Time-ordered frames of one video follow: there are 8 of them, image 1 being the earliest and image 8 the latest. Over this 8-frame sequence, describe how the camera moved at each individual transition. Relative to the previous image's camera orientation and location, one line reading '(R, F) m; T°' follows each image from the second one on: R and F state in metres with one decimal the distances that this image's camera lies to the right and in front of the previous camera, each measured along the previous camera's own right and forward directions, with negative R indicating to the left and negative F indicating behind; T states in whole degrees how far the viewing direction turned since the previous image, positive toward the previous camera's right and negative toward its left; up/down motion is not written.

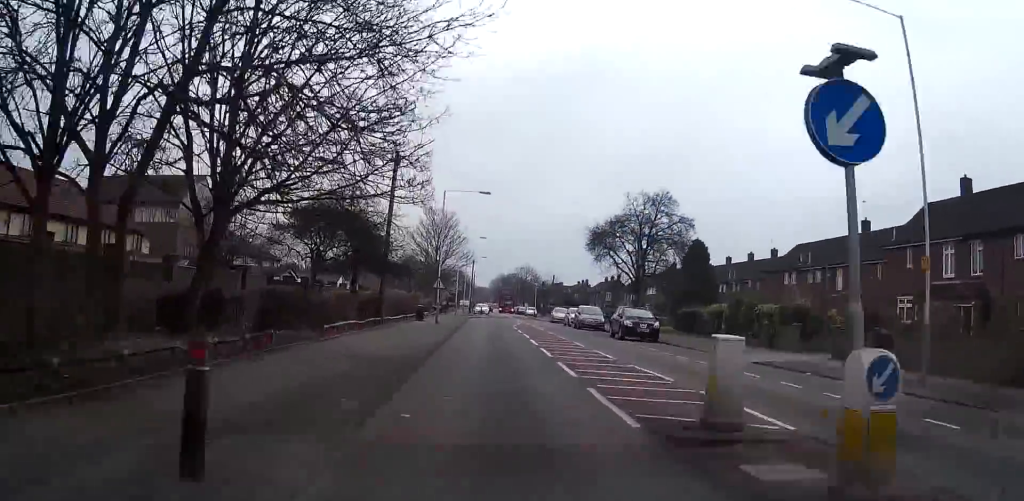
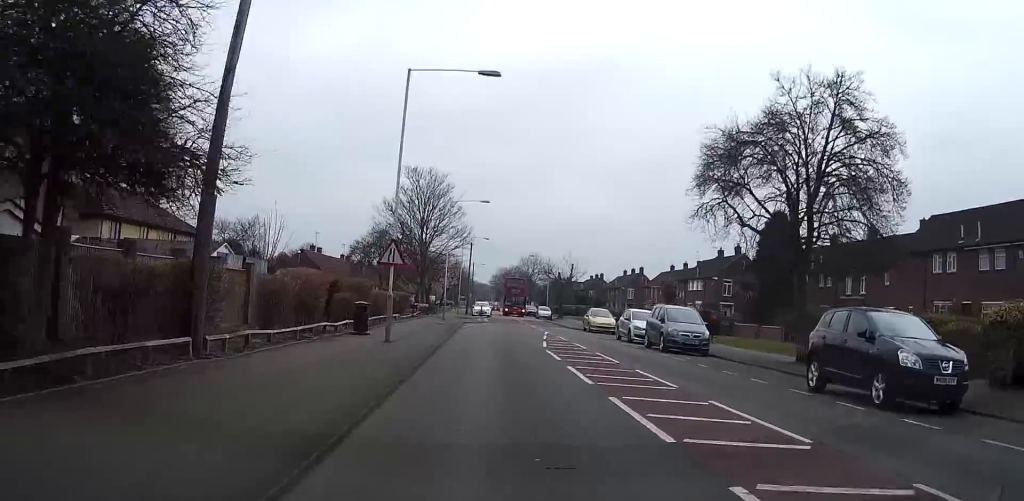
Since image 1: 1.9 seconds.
(+0.1, +22.9) m; 0°
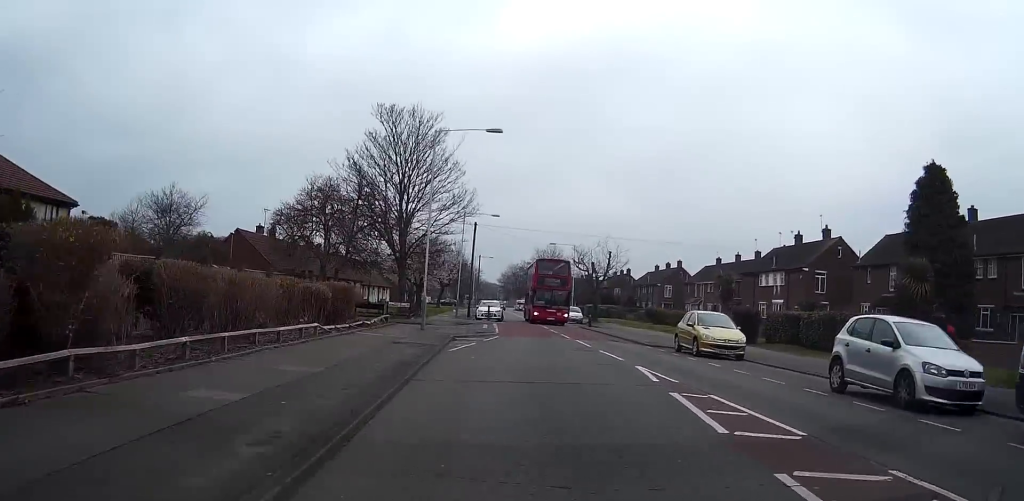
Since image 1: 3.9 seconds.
(-0.4, +21.7) m; -2°
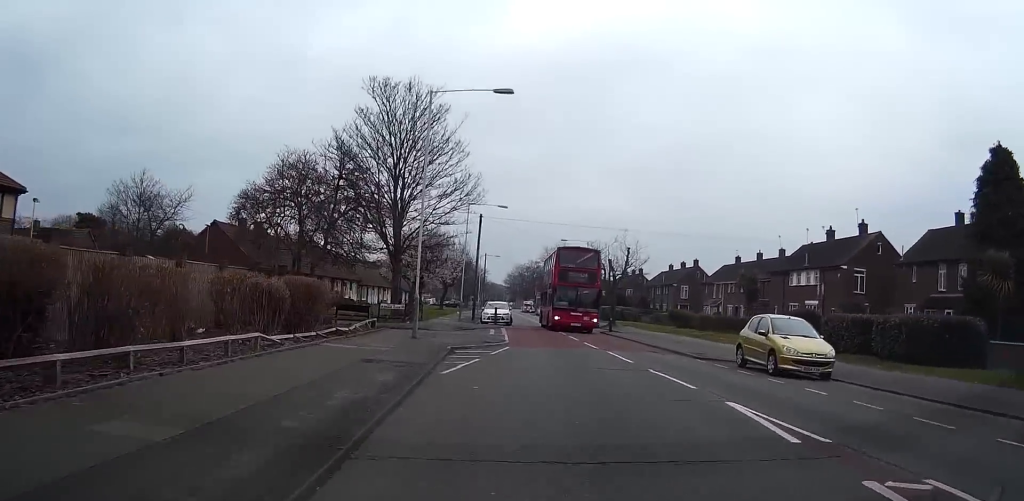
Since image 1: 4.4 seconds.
(0.0, +5.7) m; +1°
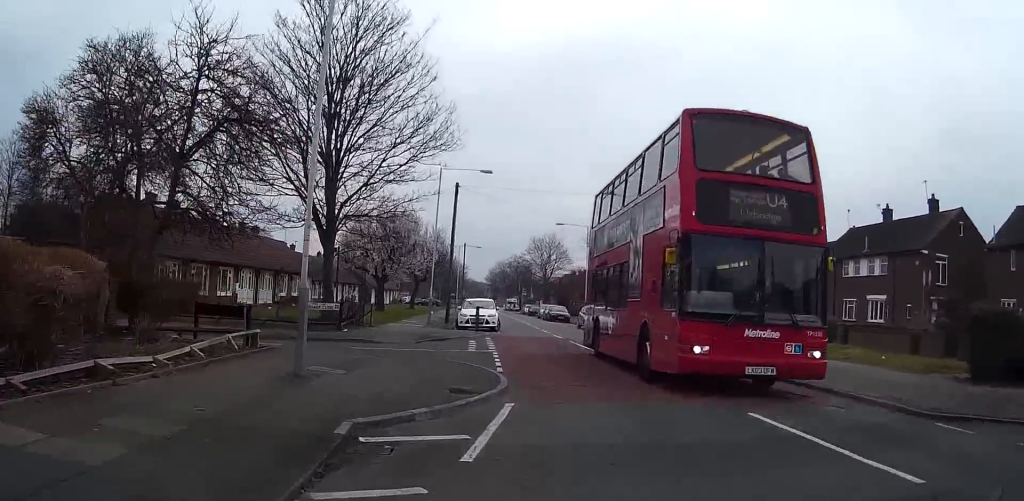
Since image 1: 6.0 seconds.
(+0.3, +14.0) m; +3°
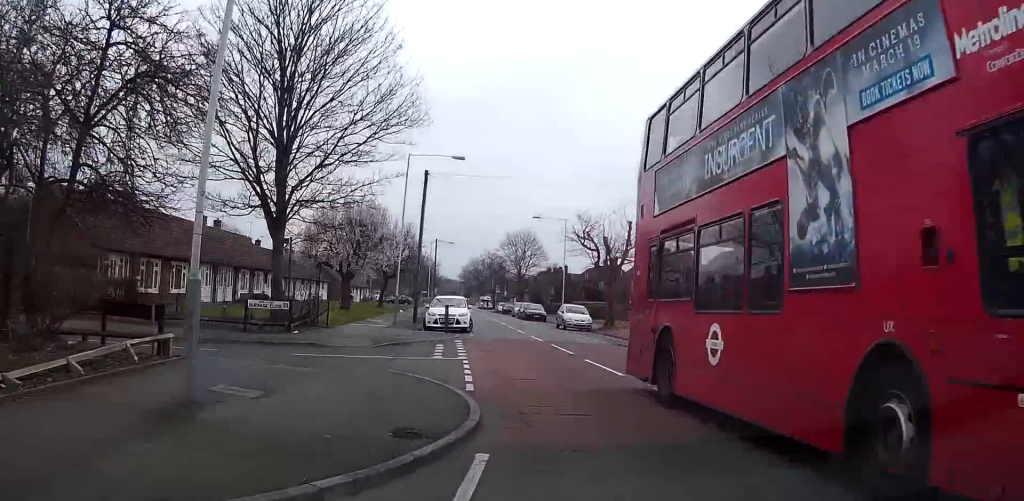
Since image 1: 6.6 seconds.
(+0.1, +3.5) m; +3°
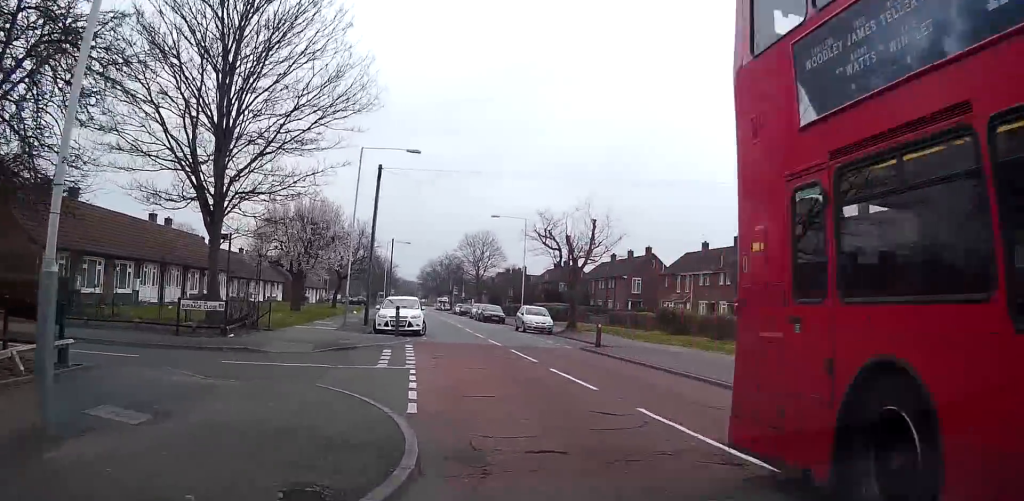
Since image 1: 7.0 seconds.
(-0.1, +2.5) m; +2°
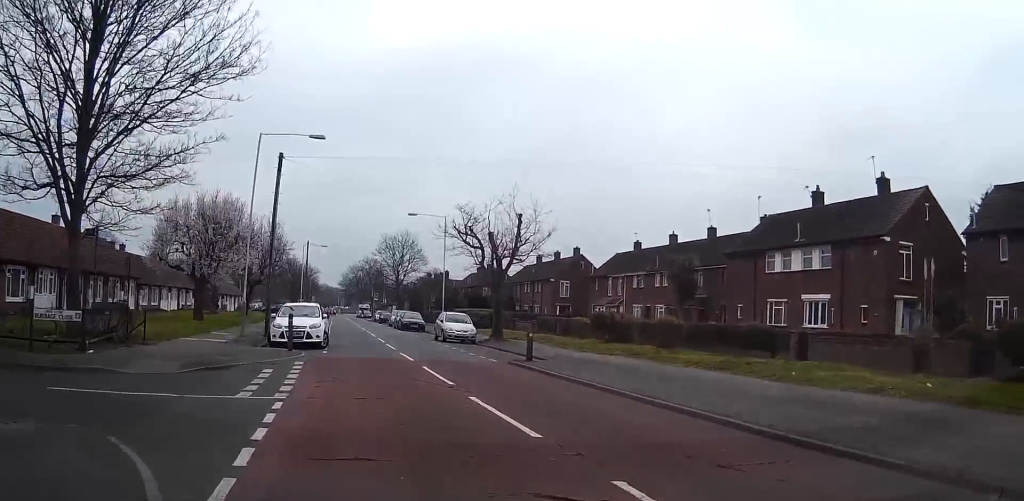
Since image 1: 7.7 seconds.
(+0.2, +4.0) m; 0°
